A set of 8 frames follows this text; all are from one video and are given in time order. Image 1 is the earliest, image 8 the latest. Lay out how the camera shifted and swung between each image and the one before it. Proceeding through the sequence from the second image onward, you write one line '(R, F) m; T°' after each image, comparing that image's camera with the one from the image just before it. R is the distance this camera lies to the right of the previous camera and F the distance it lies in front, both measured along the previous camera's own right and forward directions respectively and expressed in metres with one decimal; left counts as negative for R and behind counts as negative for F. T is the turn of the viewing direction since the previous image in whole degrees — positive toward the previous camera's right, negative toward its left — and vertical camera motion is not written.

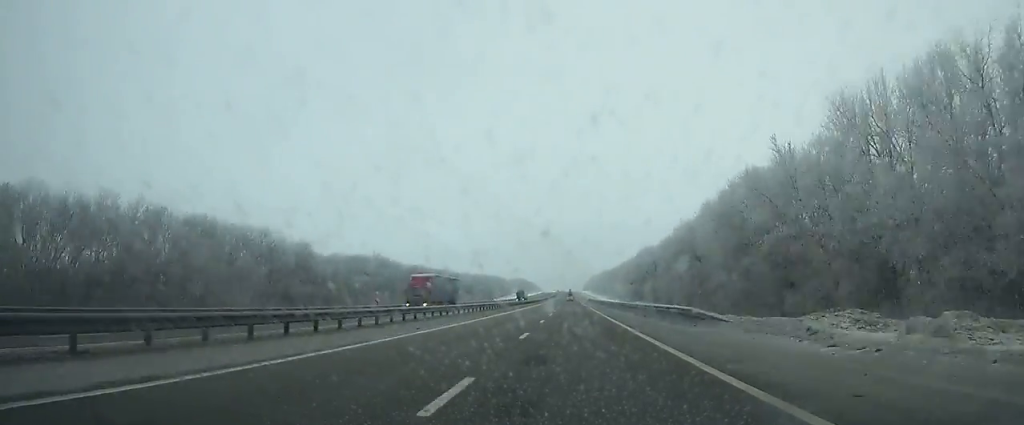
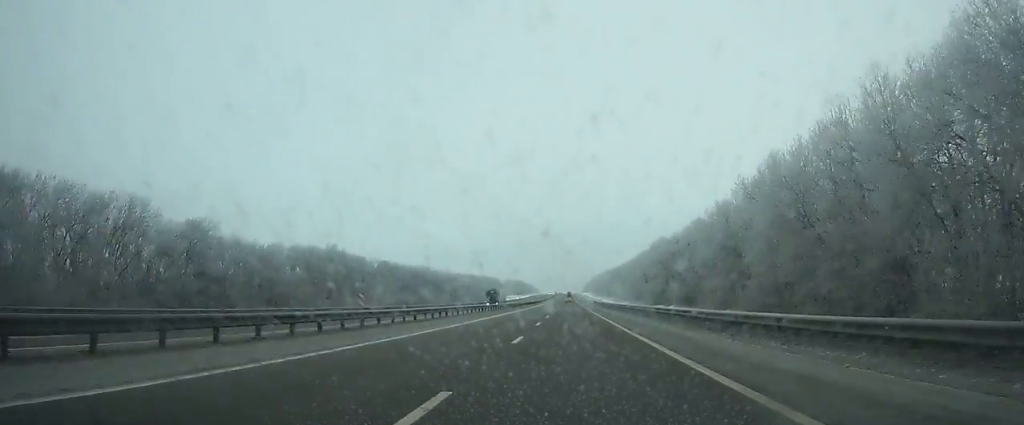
(0.0, +36.7) m; 0°
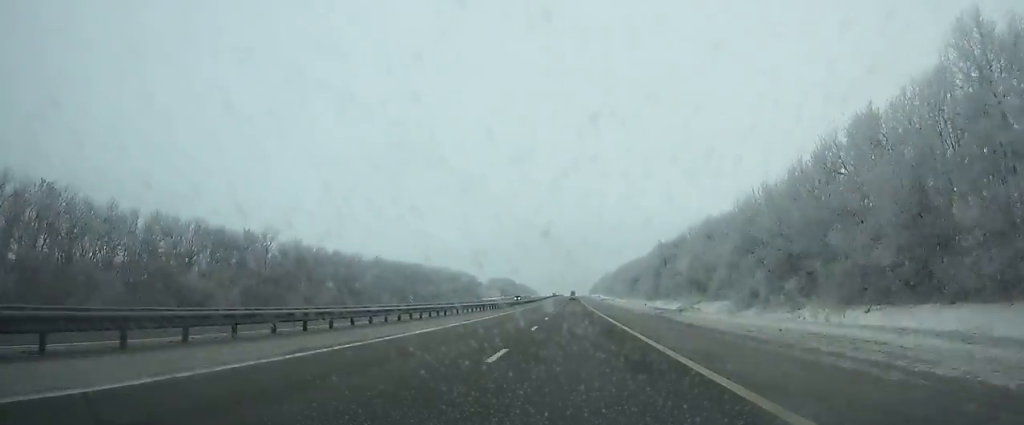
(-0.6, +138.6) m; 0°
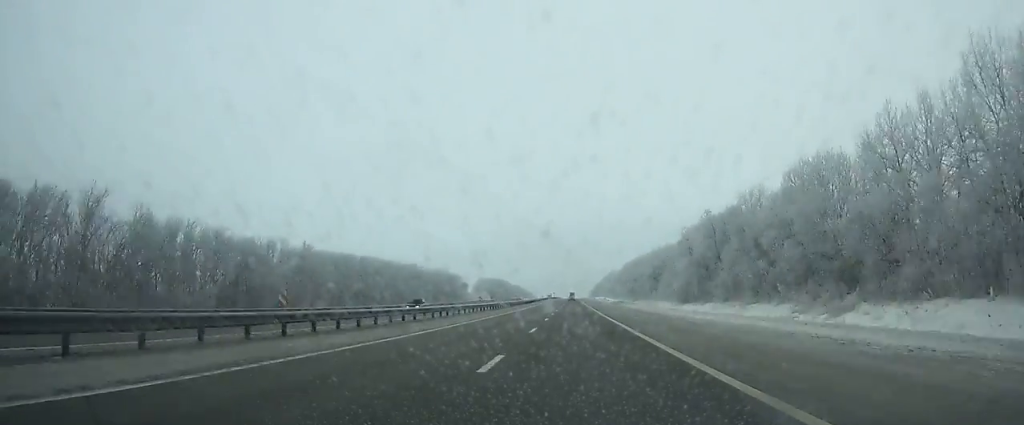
(+0.2, +48.2) m; 0°
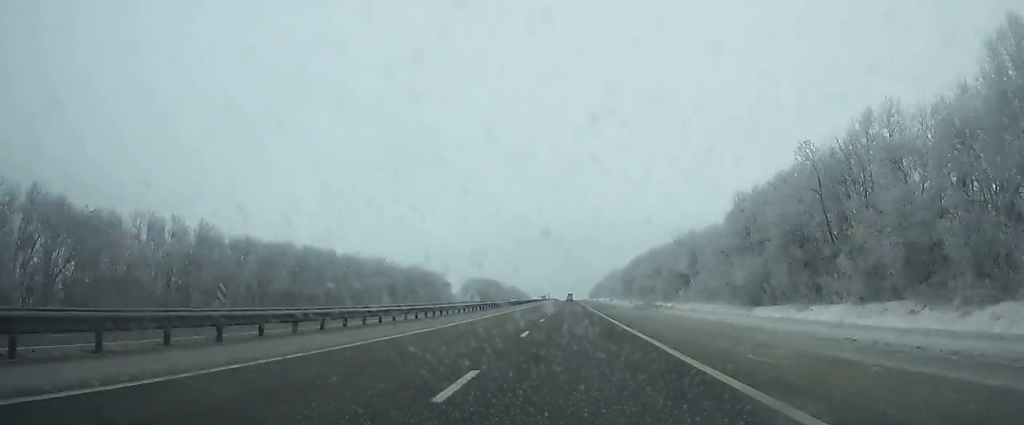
(0.0, +39.7) m; 0°
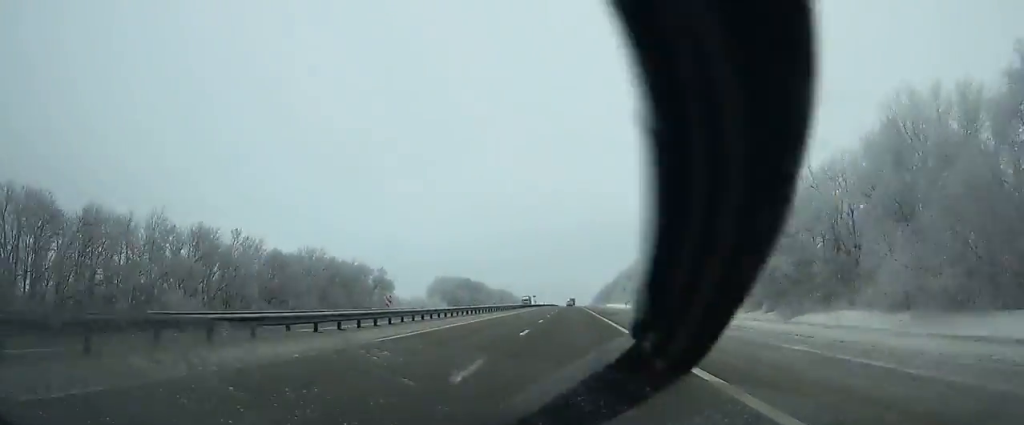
(+0.4, +93.5) m; 0°
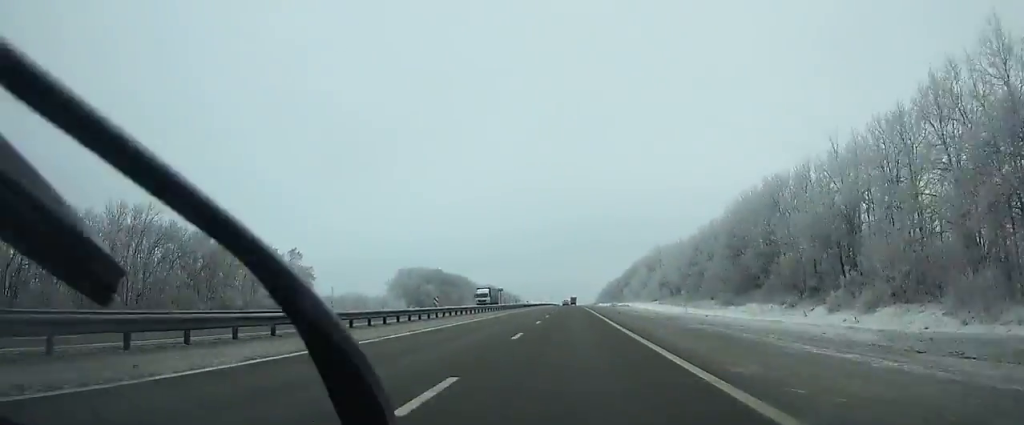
(-0.3, +62.0) m; 0°
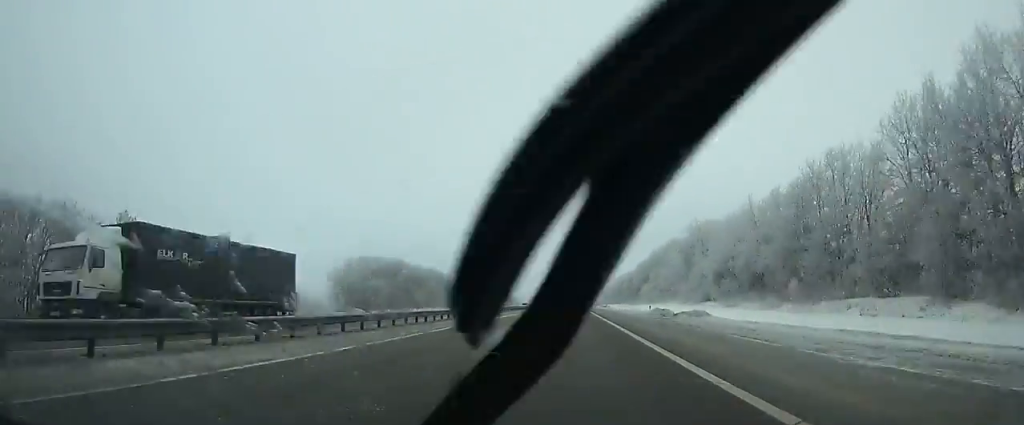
(0.0, +56.3) m; 0°
